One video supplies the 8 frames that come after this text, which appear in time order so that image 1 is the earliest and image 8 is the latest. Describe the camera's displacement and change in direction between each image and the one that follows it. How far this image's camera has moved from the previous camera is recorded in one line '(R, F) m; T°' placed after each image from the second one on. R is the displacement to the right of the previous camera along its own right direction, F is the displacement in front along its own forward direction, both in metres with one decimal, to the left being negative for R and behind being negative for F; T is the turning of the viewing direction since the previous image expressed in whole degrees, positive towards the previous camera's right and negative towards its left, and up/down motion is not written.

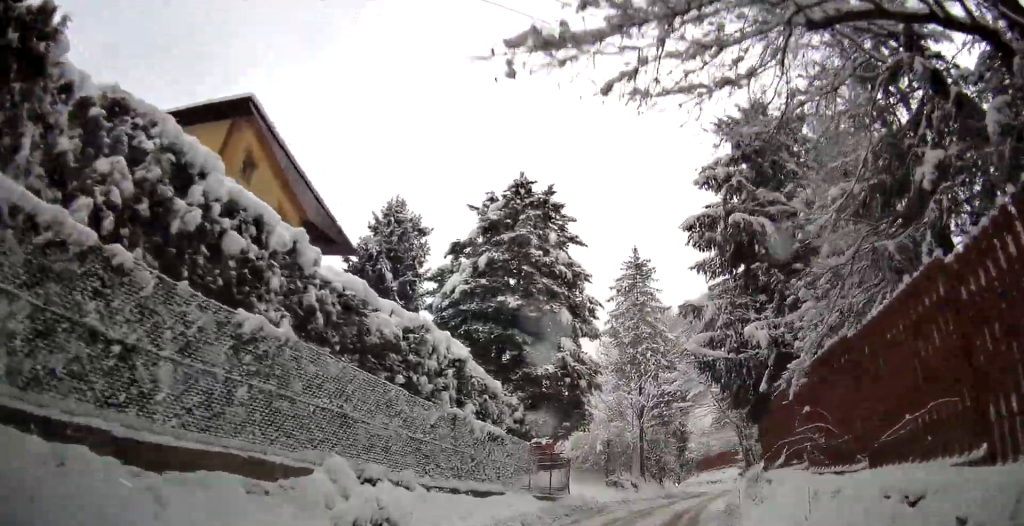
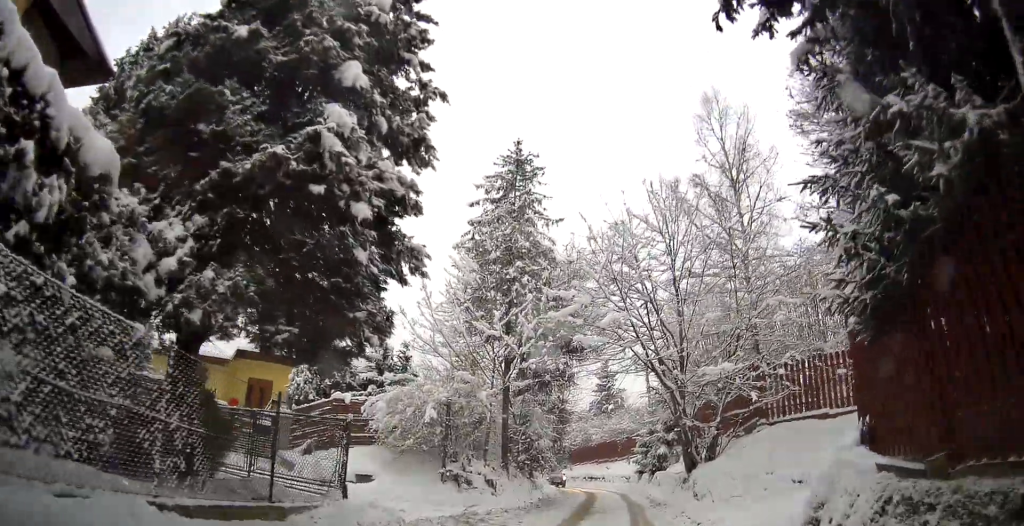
(+1.0, +11.0) m; +10°
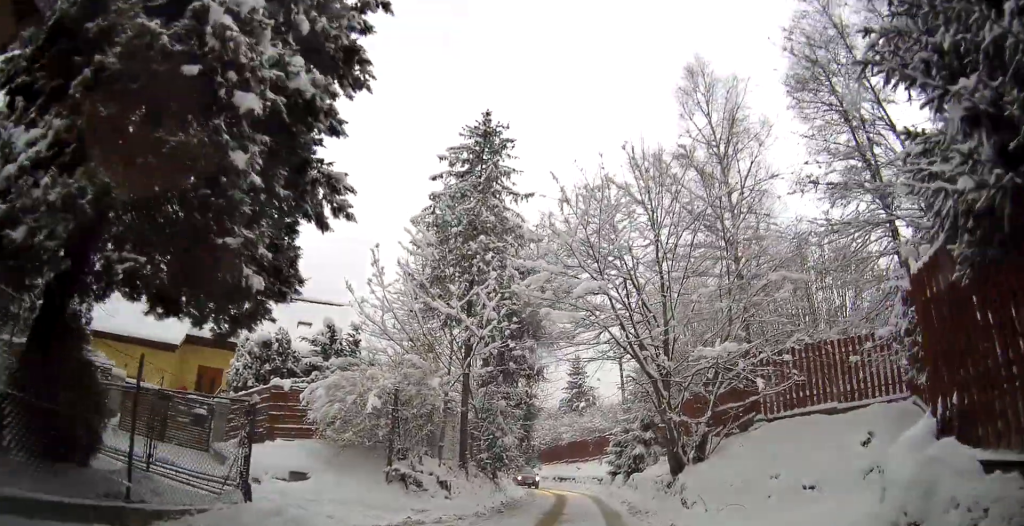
(+0.1, +2.5) m; +4°
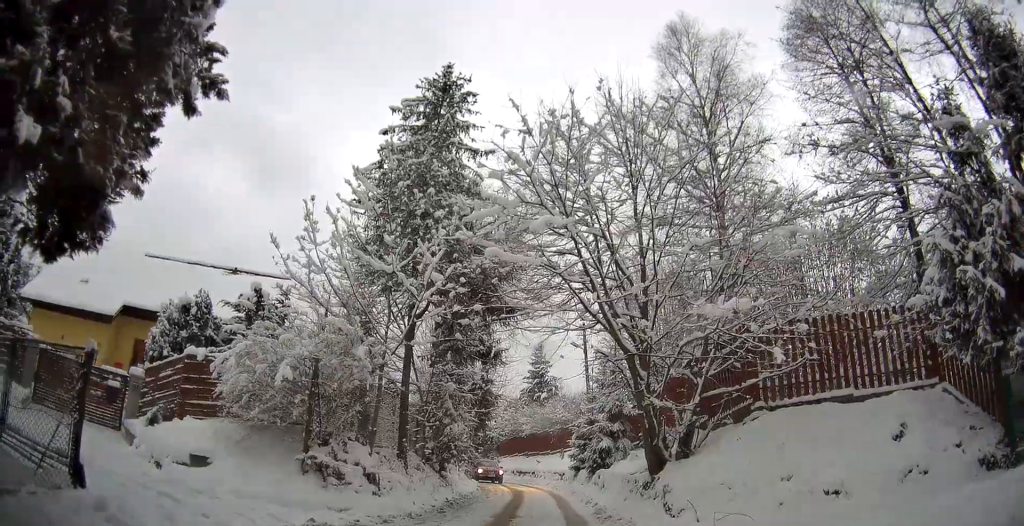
(+0.1, +3.2) m; +6°
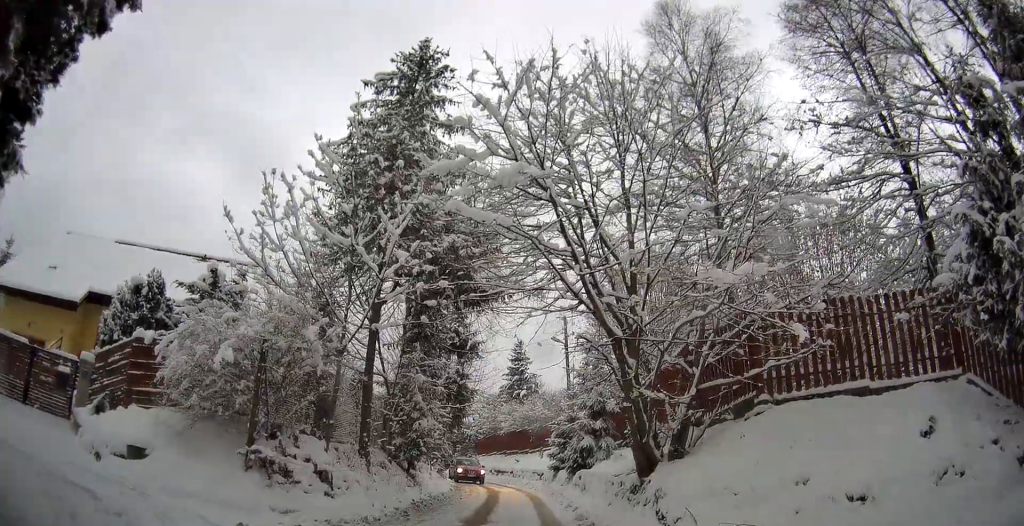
(+0.2, +1.6) m; +7°
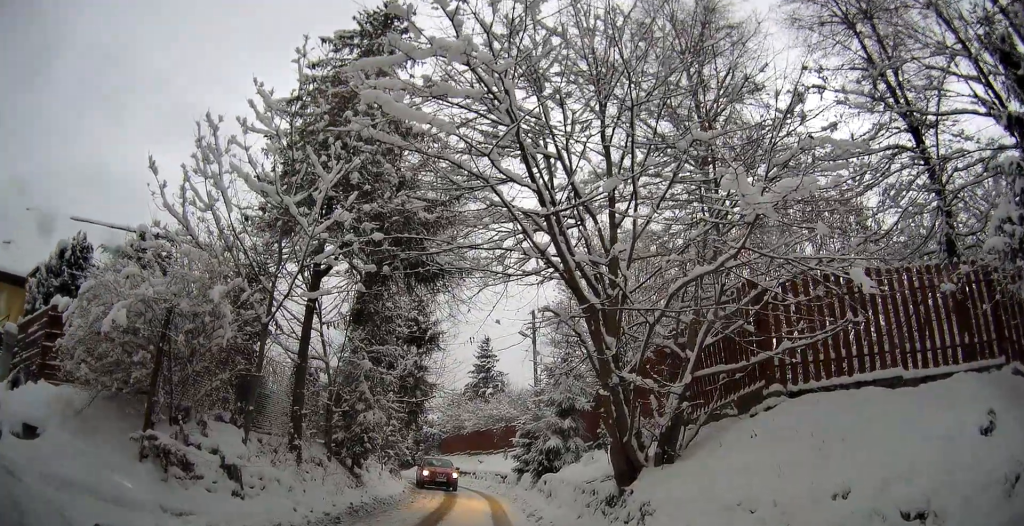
(+0.6, +3.4) m; +8°
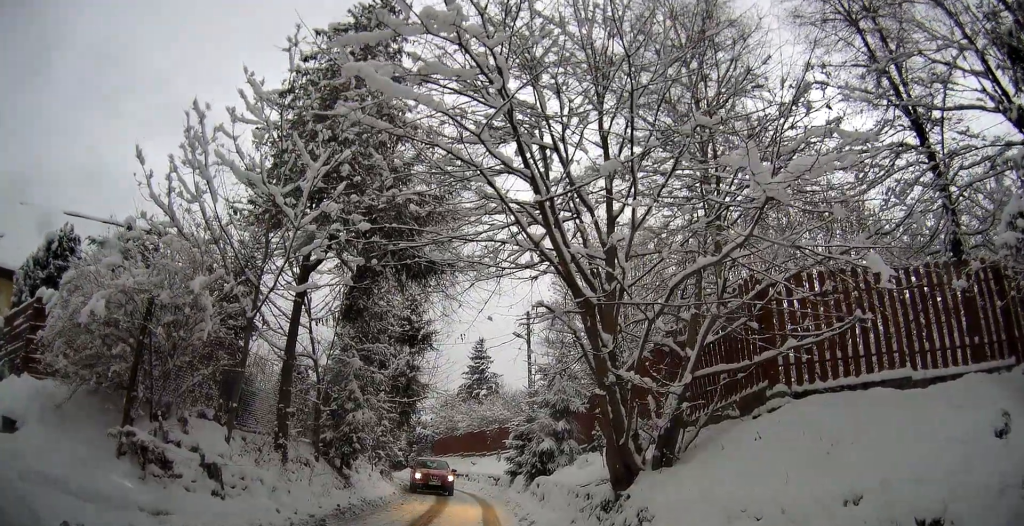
(+0.2, +0.4) m; 0°
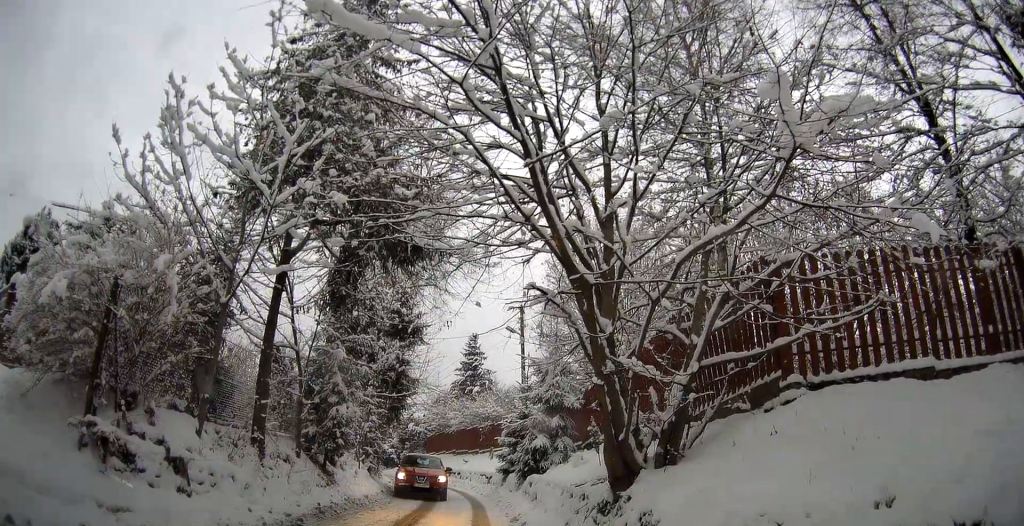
(+0.2, +0.3) m; 0°
